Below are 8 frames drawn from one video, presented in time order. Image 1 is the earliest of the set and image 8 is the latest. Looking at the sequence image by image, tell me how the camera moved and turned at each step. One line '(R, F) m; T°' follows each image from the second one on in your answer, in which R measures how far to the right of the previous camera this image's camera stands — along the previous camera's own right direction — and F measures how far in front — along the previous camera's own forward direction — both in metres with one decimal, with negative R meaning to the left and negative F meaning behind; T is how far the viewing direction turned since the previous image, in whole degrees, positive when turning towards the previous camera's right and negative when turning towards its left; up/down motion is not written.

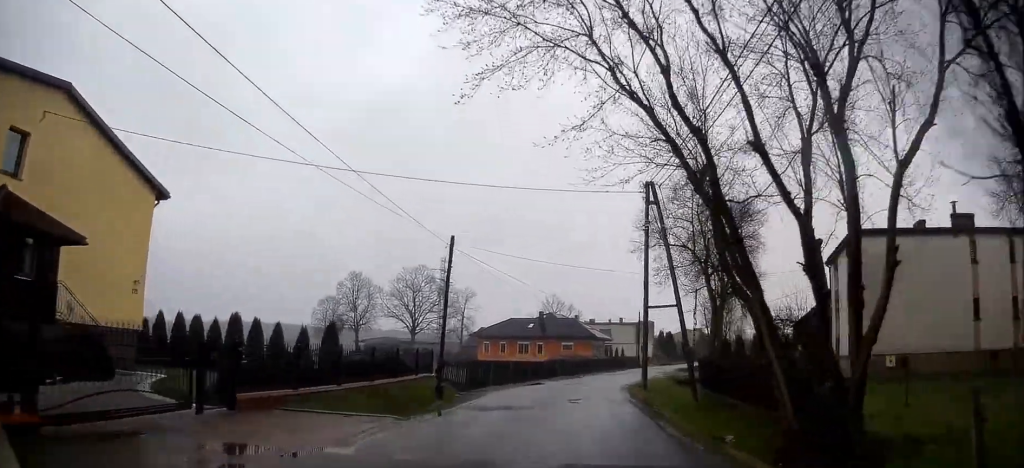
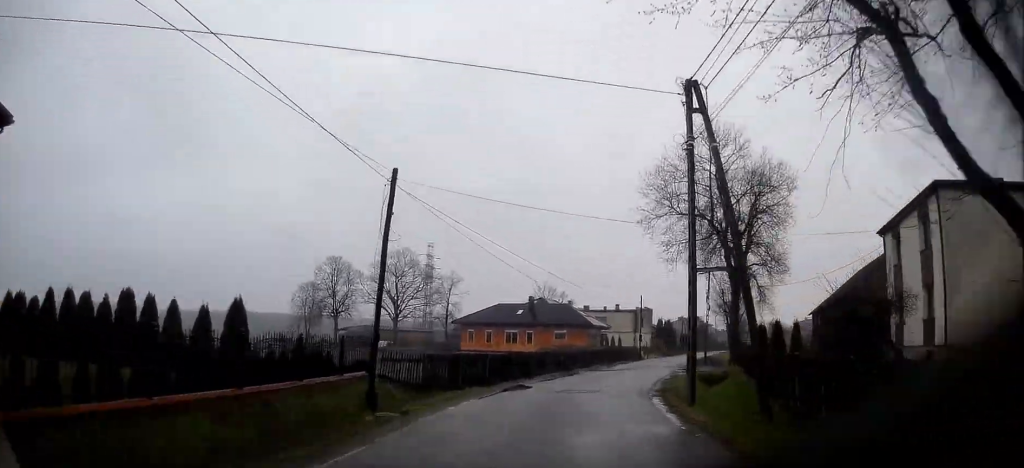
(-0.1, +8.5) m; +2°
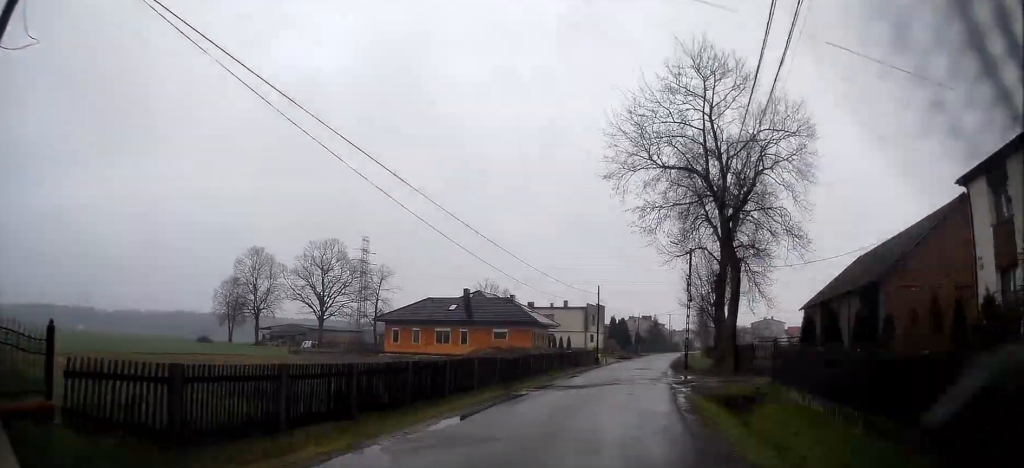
(+0.6, +12.3) m; +6°
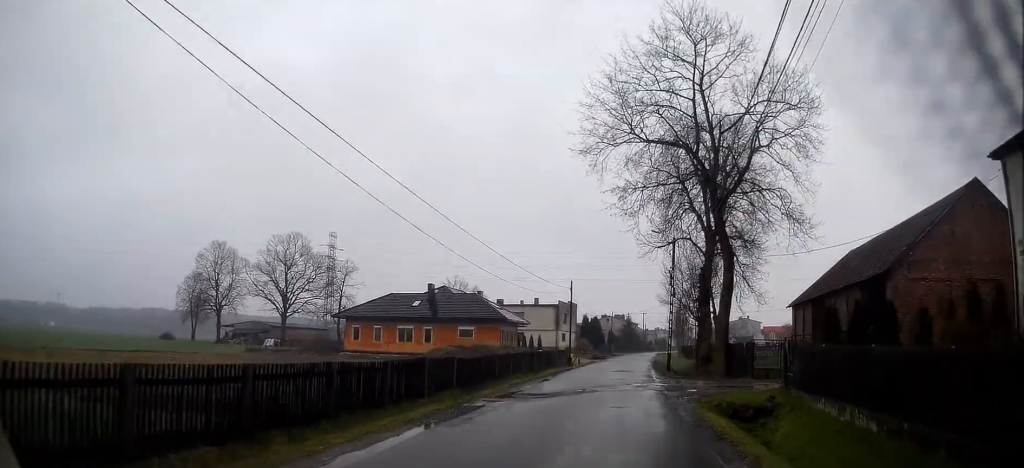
(+0.1, +4.0) m; +1°
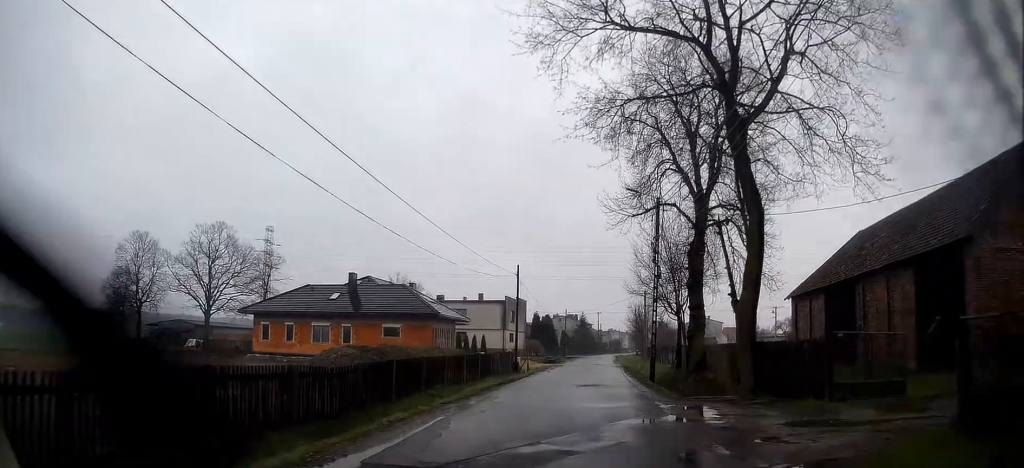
(+0.3, +10.4) m; +3°
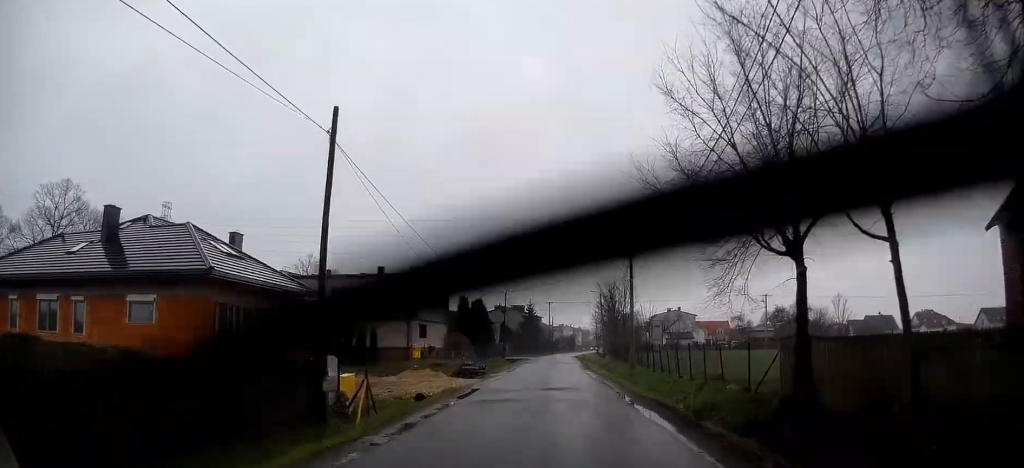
(+1.6, +26.5) m; +5°
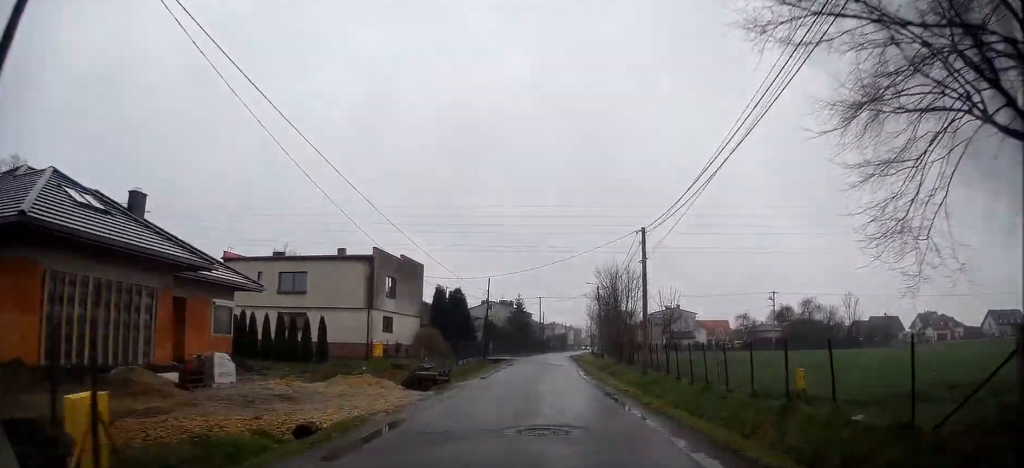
(0.0, +9.3) m; +1°
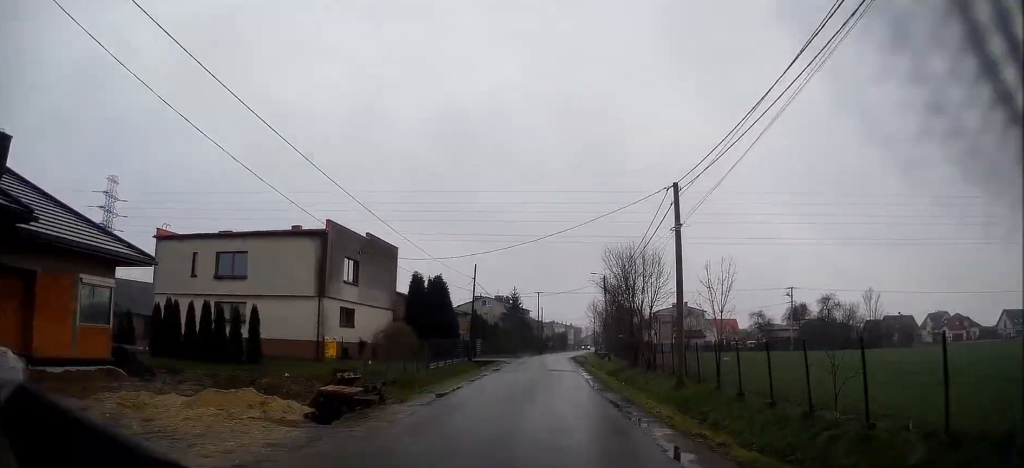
(0.0, +9.3) m; 0°
